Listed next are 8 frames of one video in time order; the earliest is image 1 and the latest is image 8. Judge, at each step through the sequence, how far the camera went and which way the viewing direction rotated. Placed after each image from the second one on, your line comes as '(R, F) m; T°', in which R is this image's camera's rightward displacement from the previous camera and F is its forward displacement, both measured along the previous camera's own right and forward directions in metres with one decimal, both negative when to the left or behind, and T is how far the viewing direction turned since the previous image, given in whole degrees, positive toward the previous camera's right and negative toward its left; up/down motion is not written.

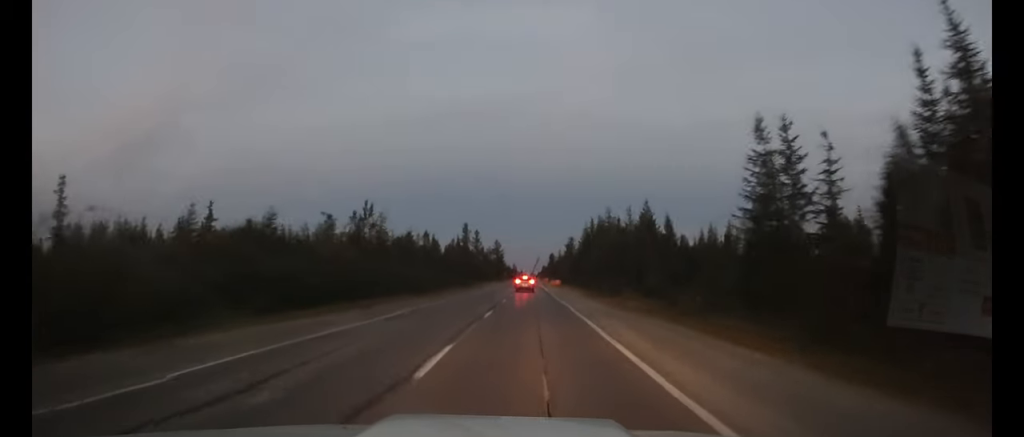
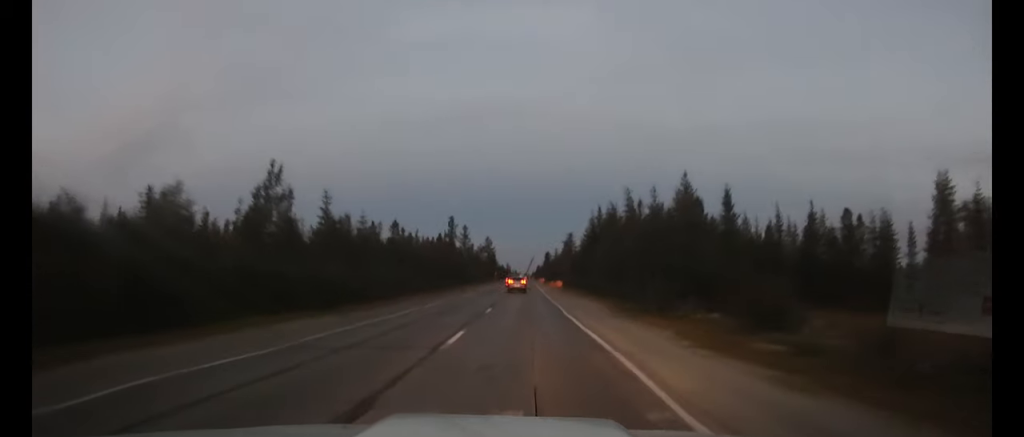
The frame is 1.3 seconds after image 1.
(+0.1, +19.1) m; 0°
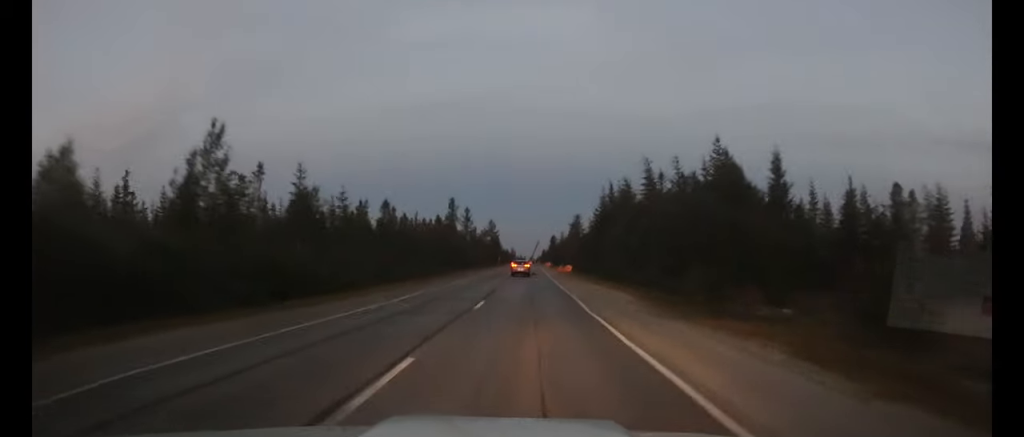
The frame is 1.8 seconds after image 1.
(+0.1, +7.7) m; 0°
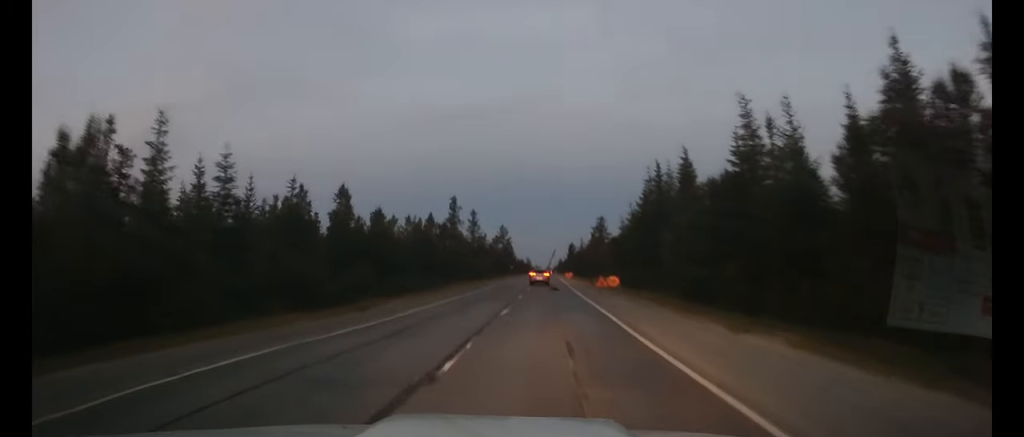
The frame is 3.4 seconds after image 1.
(-0.2, +22.1) m; -1°
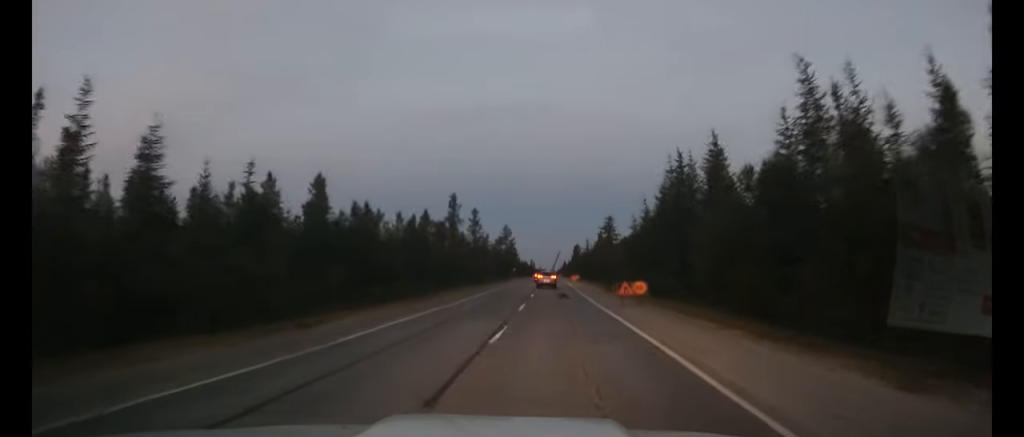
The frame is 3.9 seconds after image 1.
(0.0, +7.0) m; 0°
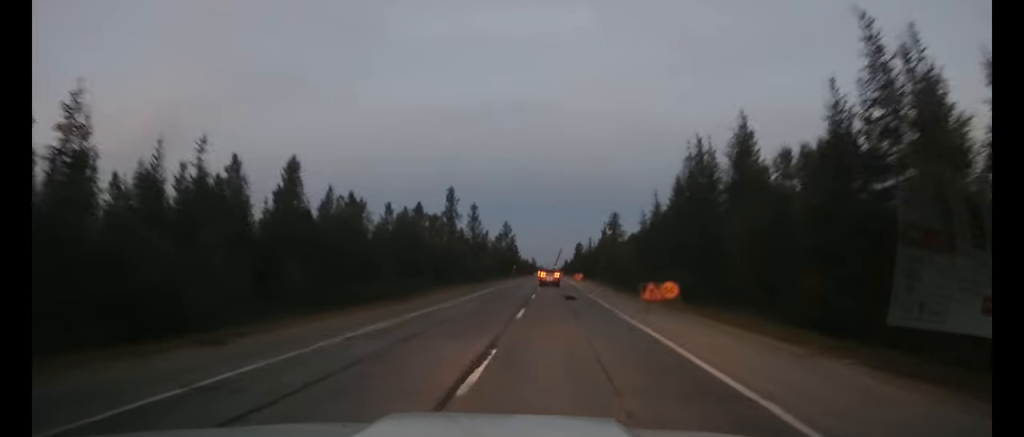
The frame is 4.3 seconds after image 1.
(-0.1, +5.5) m; 0°
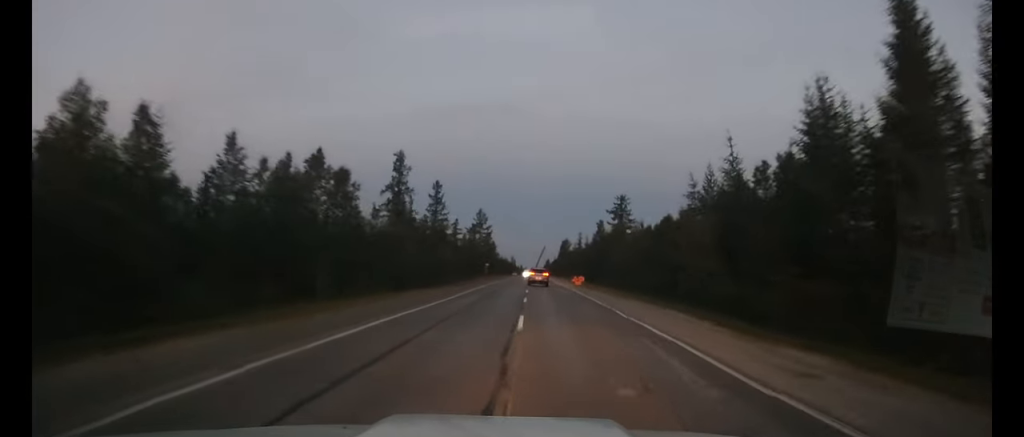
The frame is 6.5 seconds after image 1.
(-0.2, +29.6) m; 0°
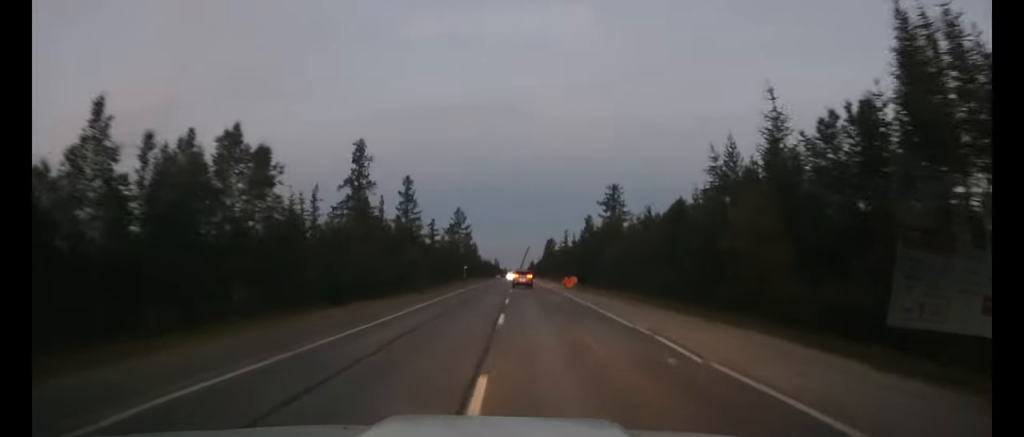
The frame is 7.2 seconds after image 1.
(+0.1, +10.2) m; +1°
